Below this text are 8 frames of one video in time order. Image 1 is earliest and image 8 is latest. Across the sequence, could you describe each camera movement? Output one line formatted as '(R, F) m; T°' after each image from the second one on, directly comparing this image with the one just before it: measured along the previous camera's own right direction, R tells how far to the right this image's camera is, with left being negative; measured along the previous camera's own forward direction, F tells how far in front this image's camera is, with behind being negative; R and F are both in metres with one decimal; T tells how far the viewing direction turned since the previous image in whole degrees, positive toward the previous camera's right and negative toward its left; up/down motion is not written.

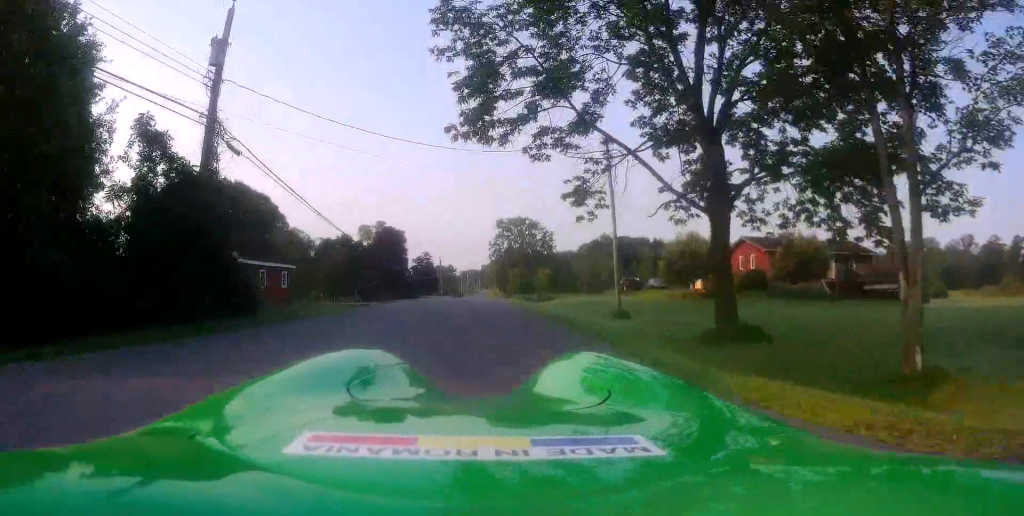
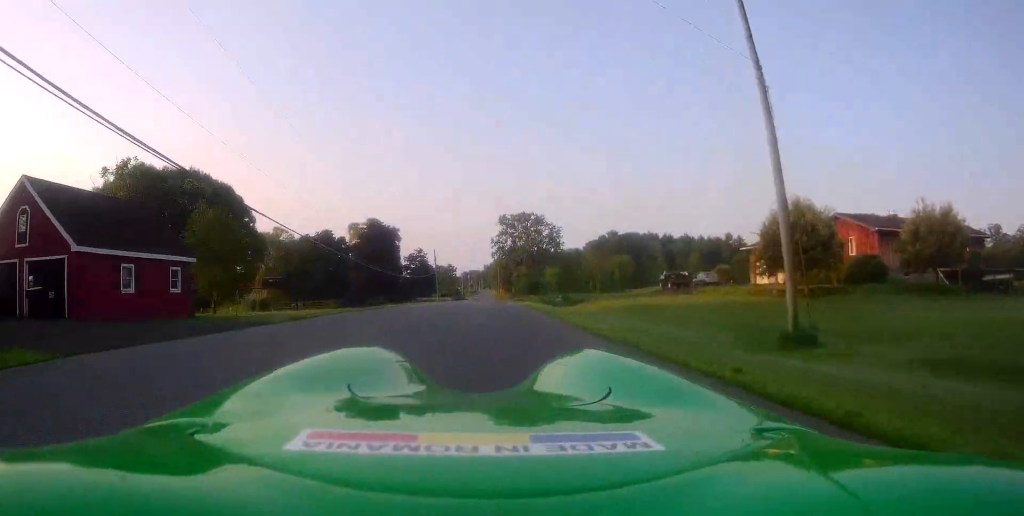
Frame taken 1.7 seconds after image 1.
(-0.6, +16.4) m; -2°
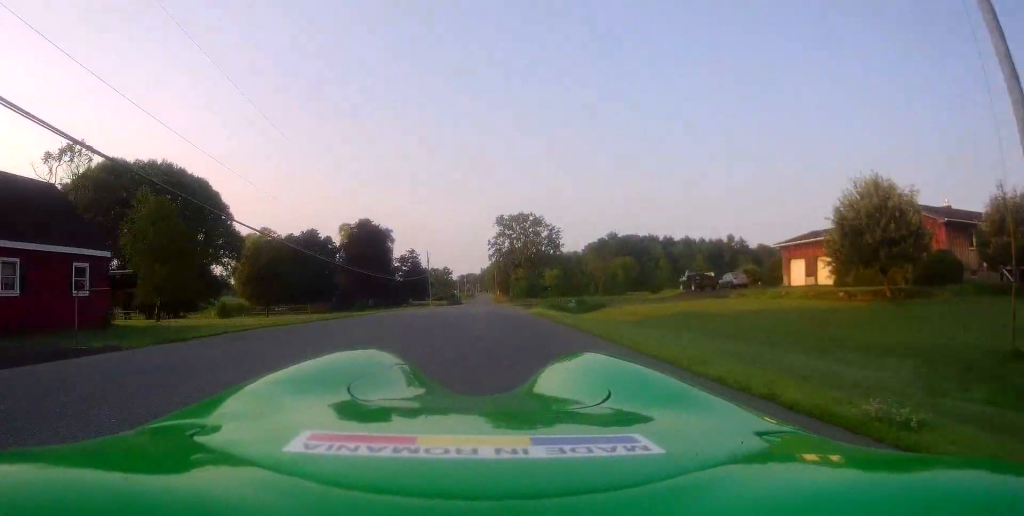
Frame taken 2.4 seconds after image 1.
(0.0, +7.4) m; +1°
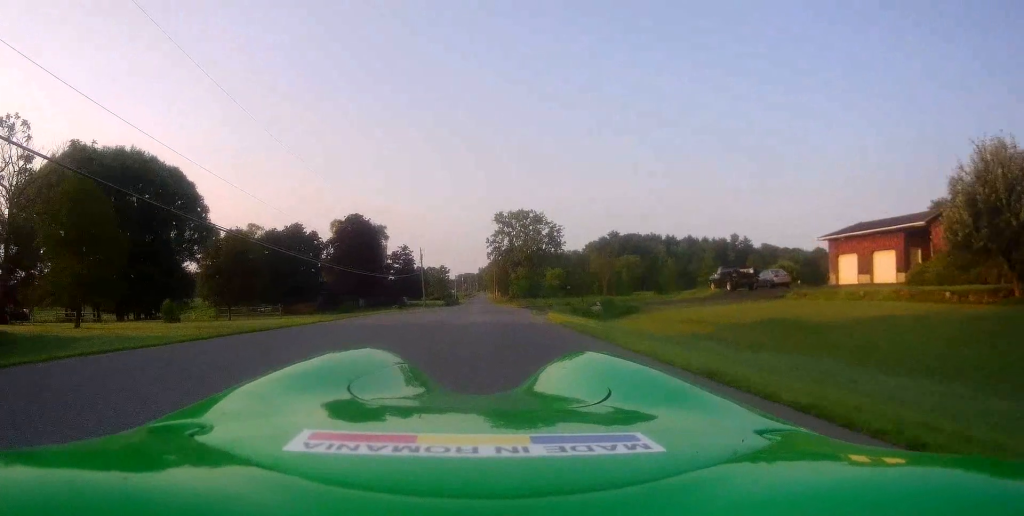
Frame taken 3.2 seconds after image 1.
(+0.3, +7.3) m; -2°
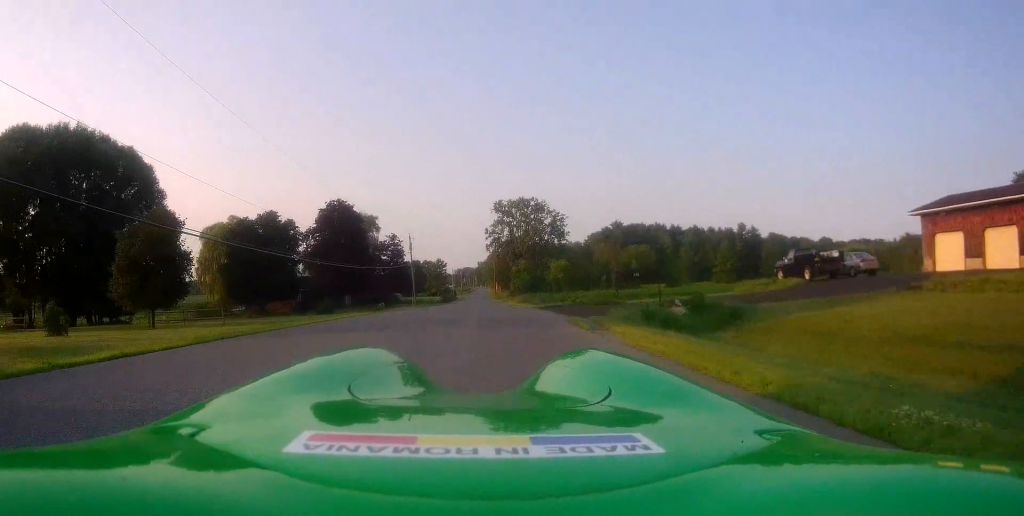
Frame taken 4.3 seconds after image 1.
(-0.6, +11.2) m; 0°
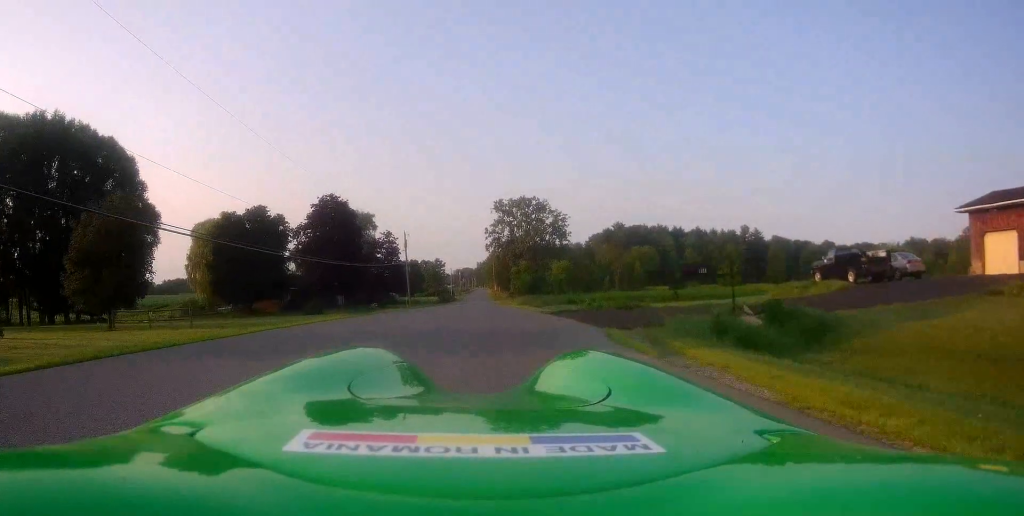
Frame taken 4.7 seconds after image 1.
(+0.2, +4.2) m; 0°
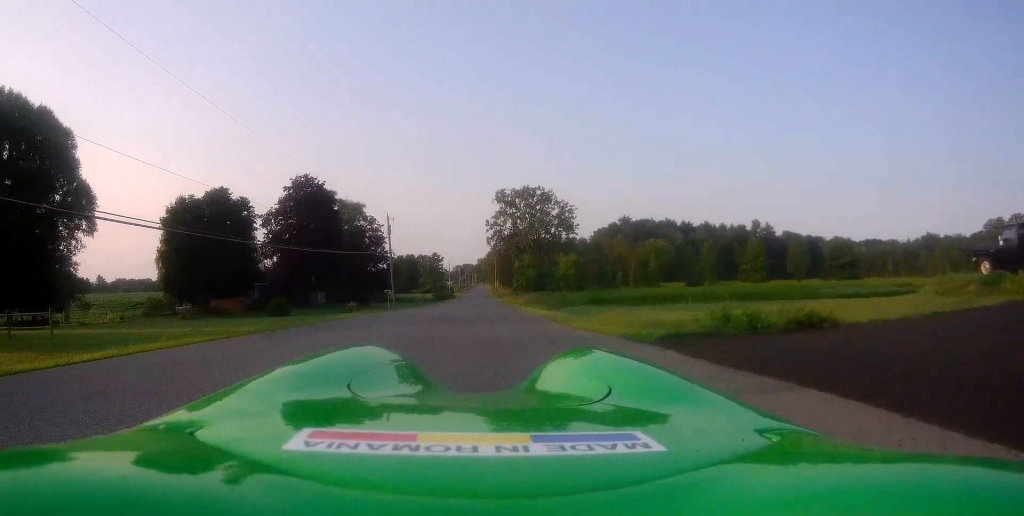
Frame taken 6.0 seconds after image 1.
(0.0, +12.7) m; 0°
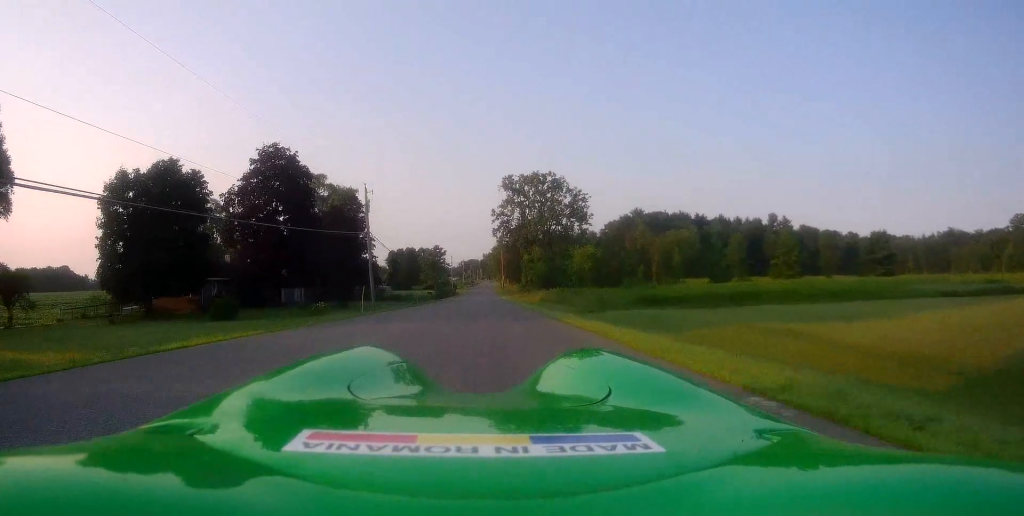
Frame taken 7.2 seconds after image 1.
(+0.4, +12.9) m; +2°
